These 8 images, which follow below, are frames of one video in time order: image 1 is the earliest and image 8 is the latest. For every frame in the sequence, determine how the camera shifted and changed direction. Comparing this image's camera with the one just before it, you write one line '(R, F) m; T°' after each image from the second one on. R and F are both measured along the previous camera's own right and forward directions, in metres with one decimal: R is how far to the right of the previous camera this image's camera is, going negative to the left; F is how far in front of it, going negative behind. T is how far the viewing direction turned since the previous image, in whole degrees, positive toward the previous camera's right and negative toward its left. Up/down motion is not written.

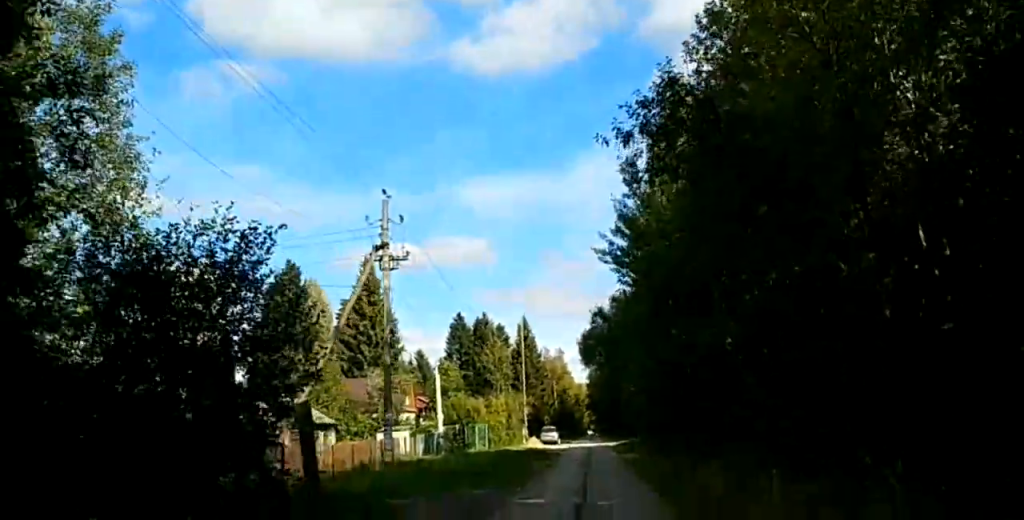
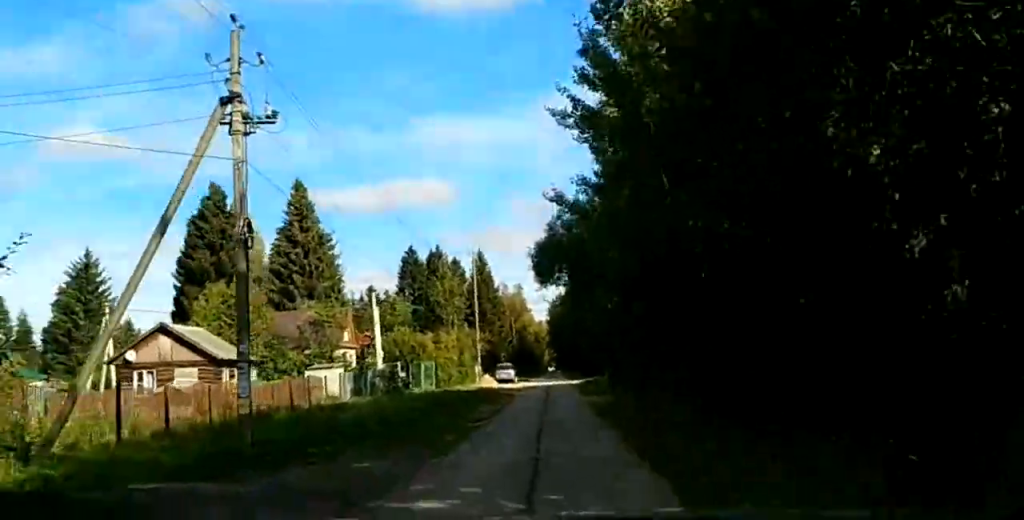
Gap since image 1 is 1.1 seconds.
(0.0, +10.8) m; 0°
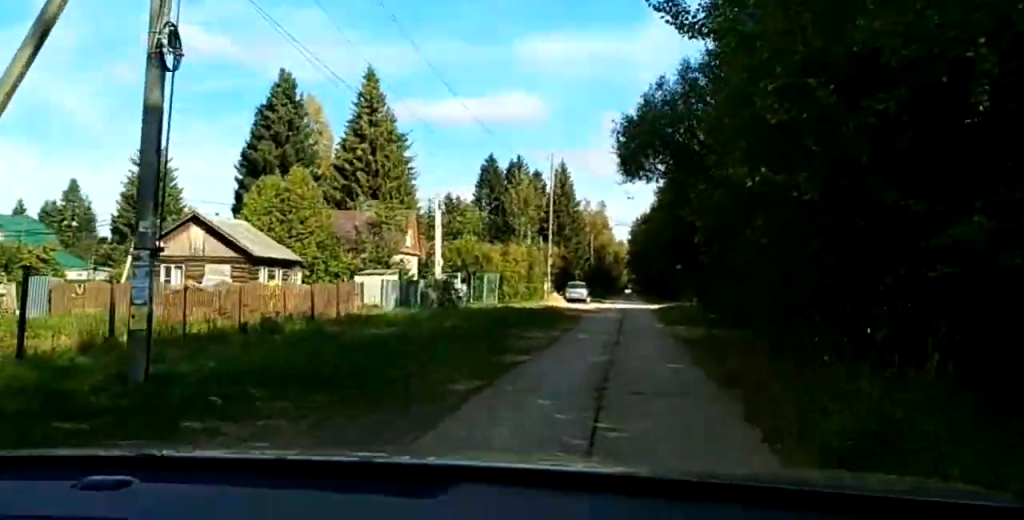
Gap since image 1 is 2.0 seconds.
(0.0, +7.9) m; -2°
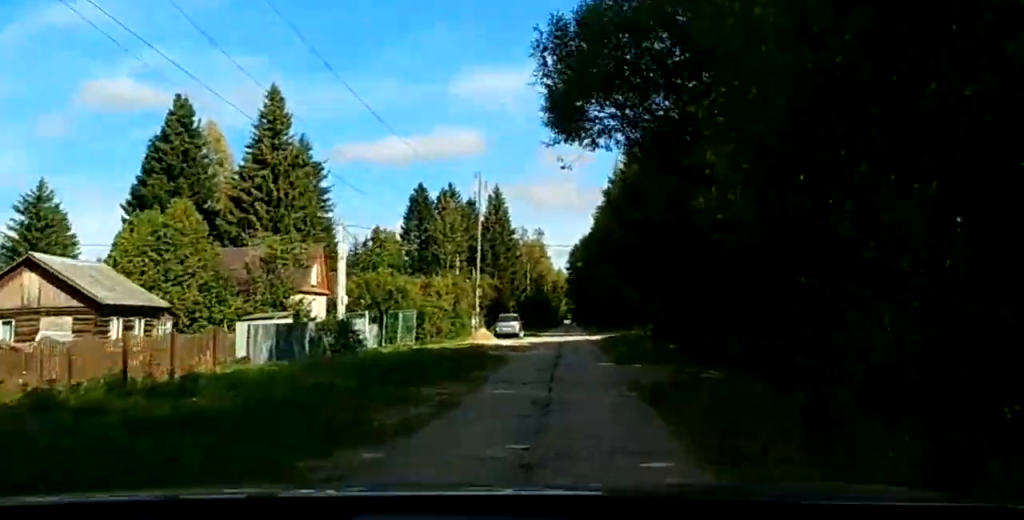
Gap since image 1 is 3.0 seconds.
(-0.3, +8.9) m; -2°
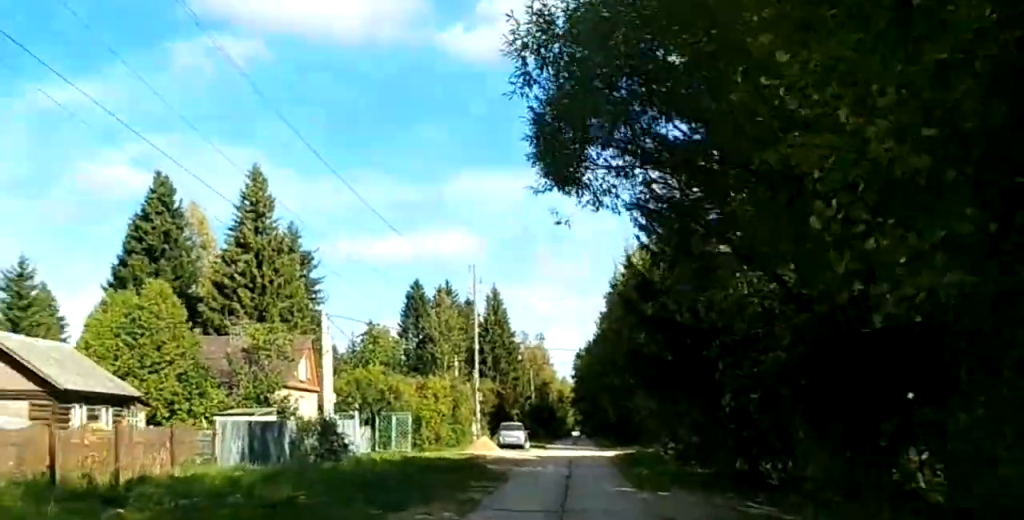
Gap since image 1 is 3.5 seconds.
(0.0, +3.9) m; +1°
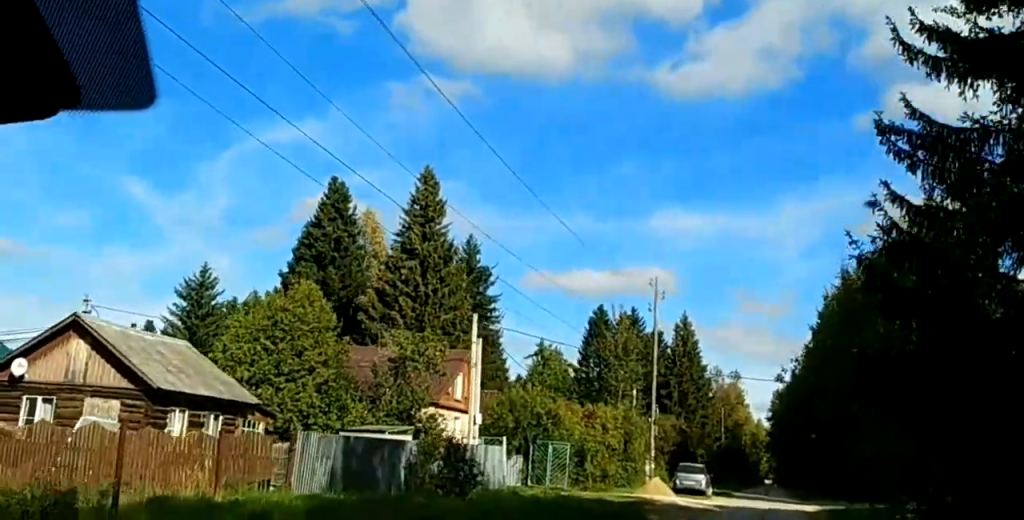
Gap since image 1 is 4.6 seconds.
(+0.1, +8.2) m; +2°
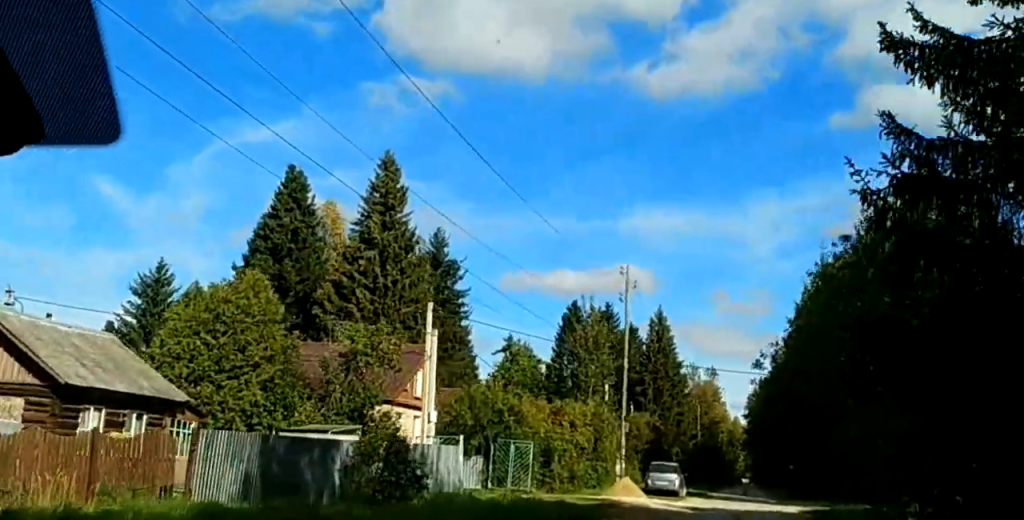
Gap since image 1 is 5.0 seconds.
(+0.1, +3.7) m; +1°
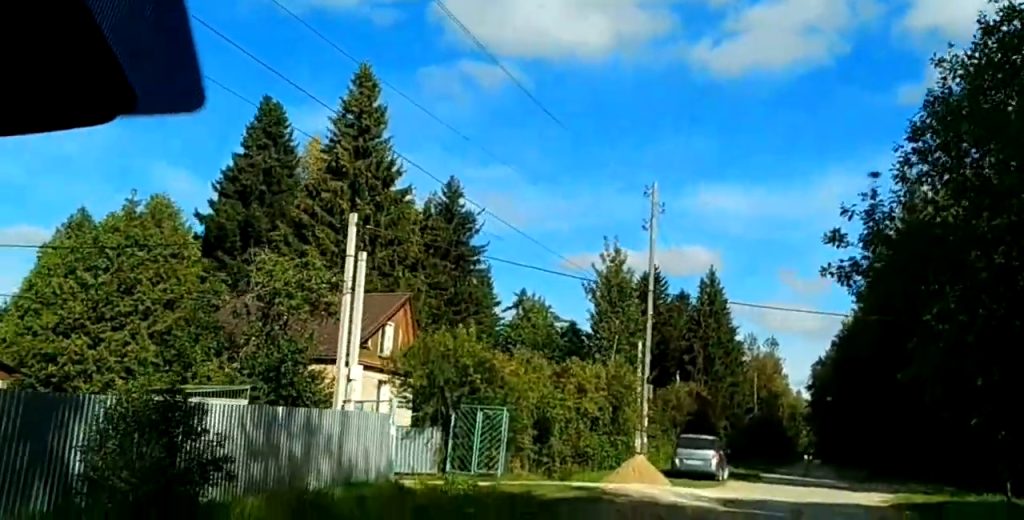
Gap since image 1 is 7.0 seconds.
(-0.3, +13.4) m; -1°
